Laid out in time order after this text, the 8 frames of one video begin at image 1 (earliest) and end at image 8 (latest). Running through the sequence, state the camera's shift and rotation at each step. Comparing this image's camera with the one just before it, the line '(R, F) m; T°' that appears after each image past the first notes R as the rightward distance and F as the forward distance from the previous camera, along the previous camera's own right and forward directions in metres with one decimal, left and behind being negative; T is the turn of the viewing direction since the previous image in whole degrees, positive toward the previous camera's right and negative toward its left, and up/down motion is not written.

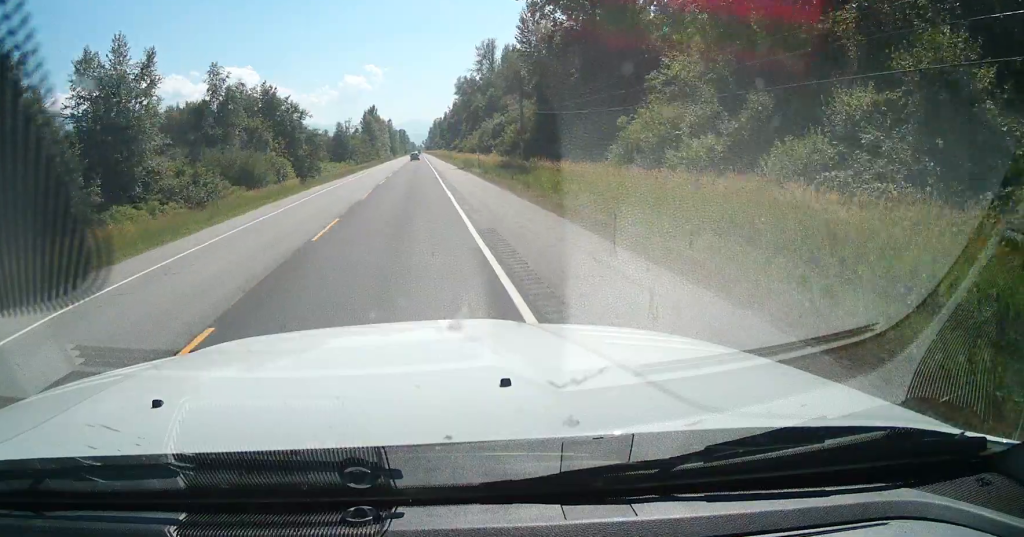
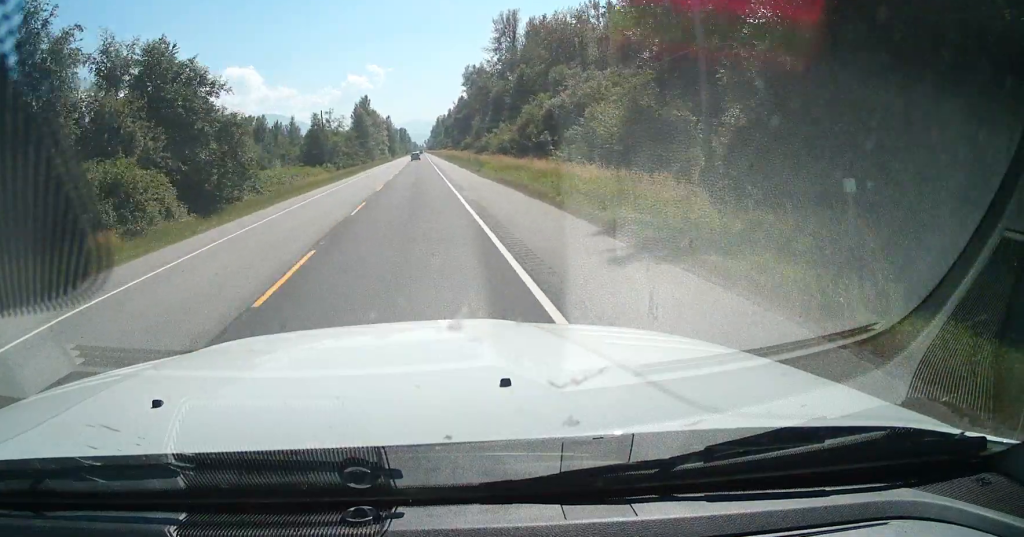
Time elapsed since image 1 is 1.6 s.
(+0.2, +45.9) m; +1°
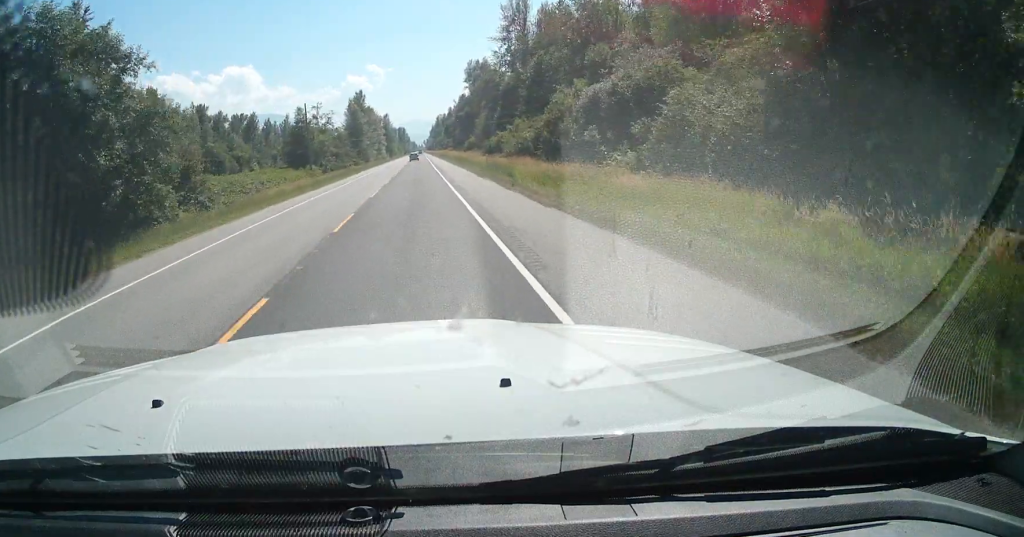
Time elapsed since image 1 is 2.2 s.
(+0.4, +17.5) m; 0°
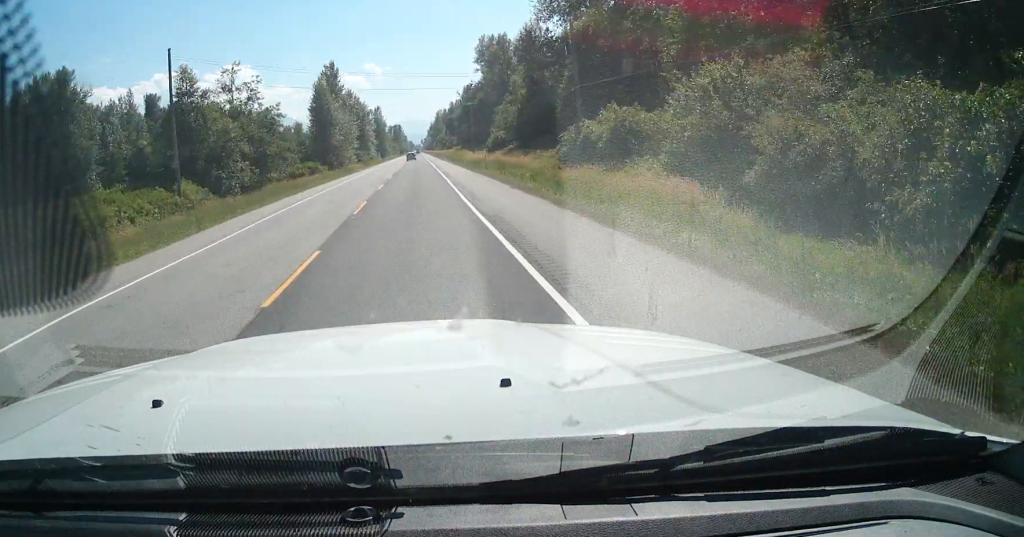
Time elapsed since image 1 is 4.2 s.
(-0.6, +60.3) m; -2°
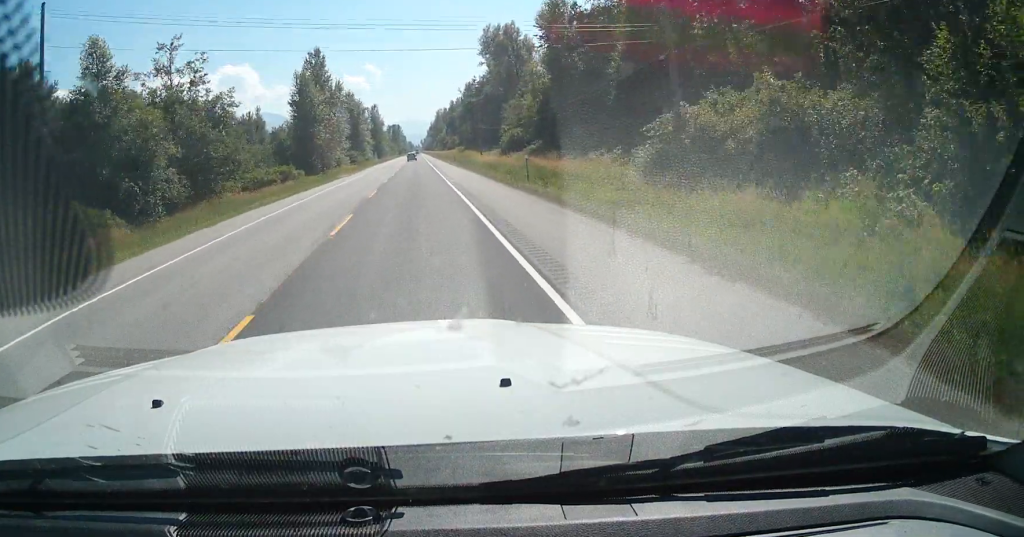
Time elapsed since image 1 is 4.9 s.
(-0.1, +18.4) m; 0°
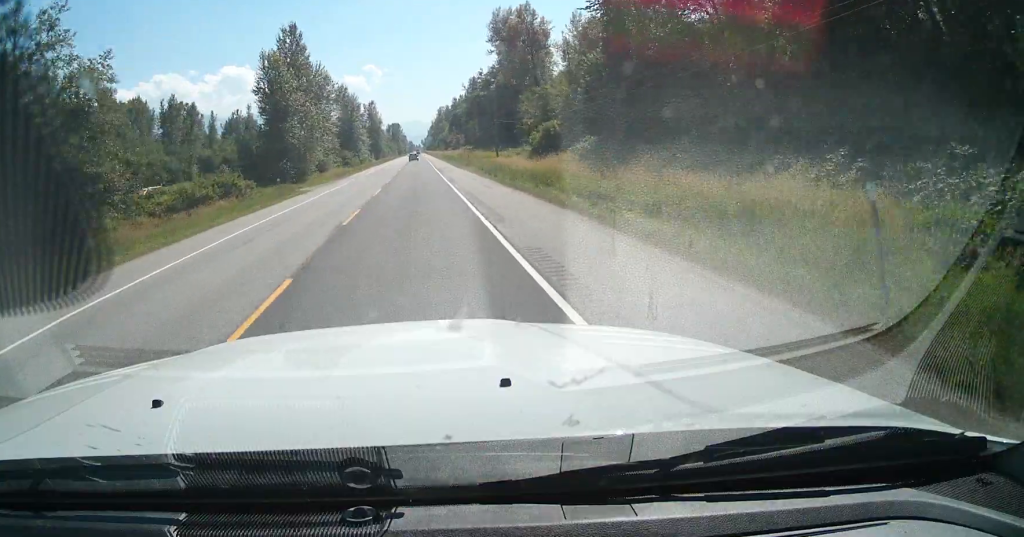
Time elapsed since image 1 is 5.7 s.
(-0.1, +23.3) m; 0°
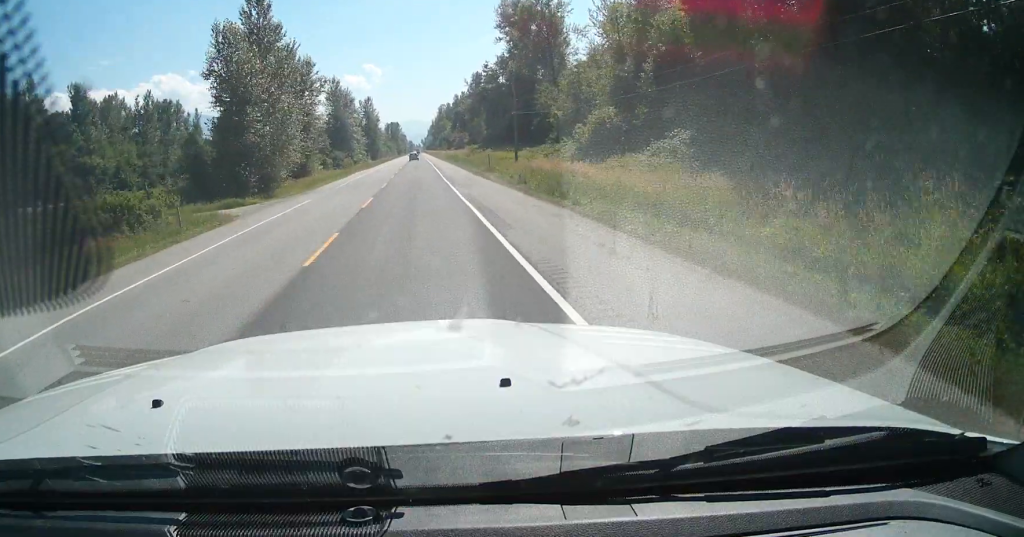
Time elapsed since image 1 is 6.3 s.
(+0.3, +19.3) m; +1°
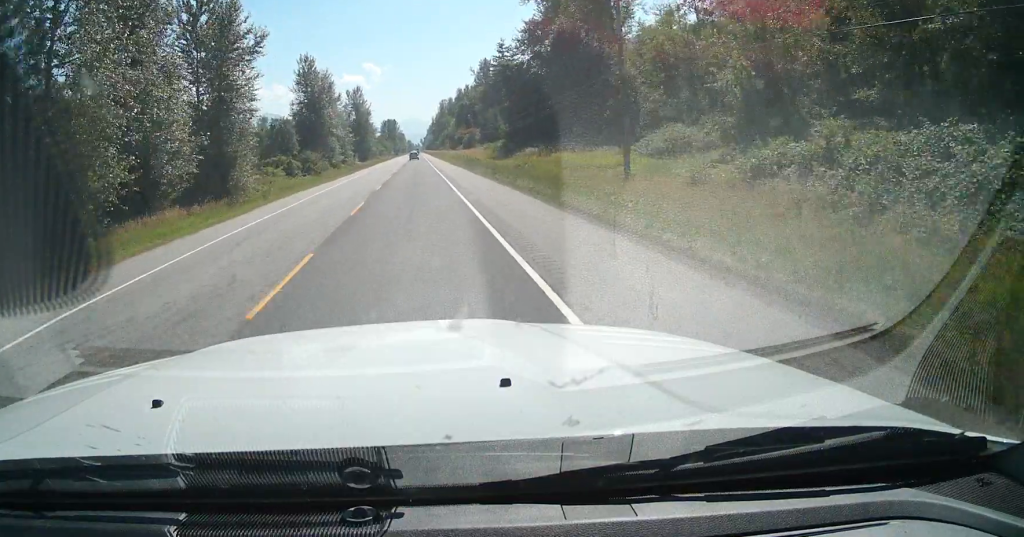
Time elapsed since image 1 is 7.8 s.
(+0.2, +42.4) m; 0°
